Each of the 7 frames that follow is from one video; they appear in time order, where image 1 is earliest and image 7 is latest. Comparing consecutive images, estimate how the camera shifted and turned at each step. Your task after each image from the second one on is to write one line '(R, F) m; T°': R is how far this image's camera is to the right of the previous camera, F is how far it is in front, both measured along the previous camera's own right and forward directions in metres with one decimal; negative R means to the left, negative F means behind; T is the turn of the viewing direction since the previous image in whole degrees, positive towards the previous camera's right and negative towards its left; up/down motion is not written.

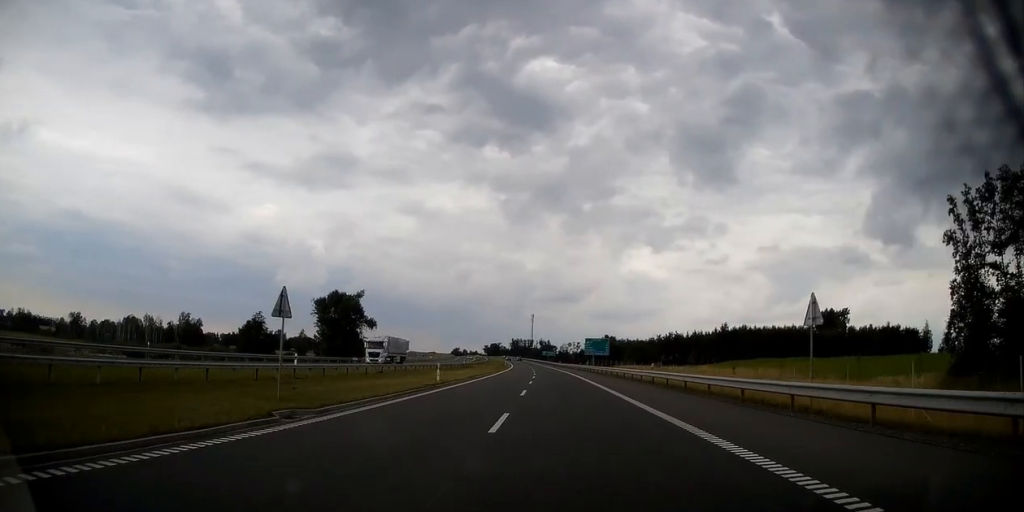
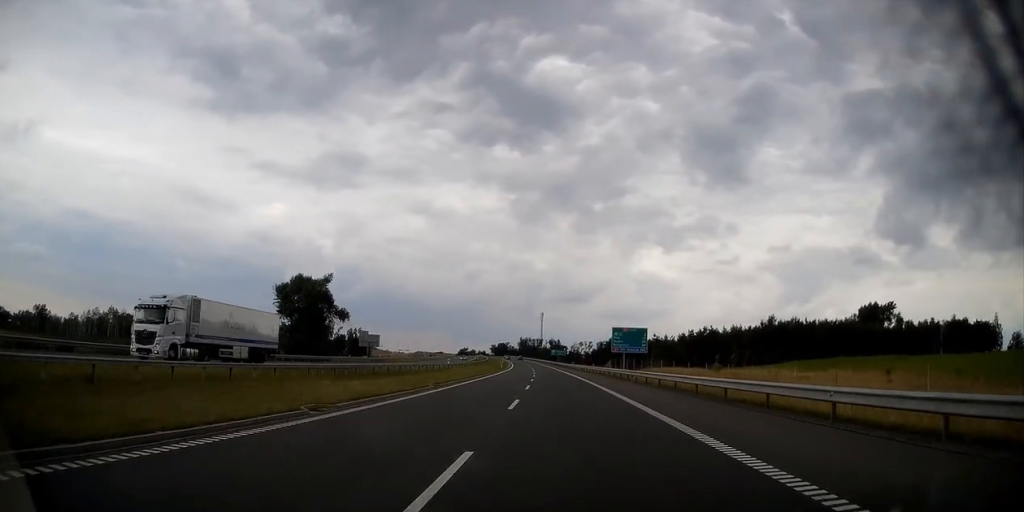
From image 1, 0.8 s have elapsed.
(-0.3, +29.3) m; -1°
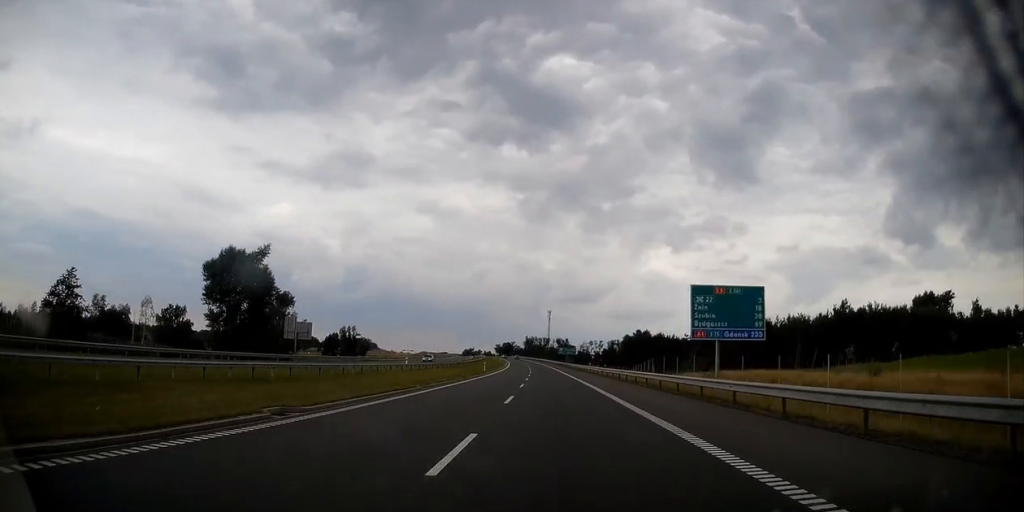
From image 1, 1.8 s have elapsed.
(-0.3, +33.8) m; -1°
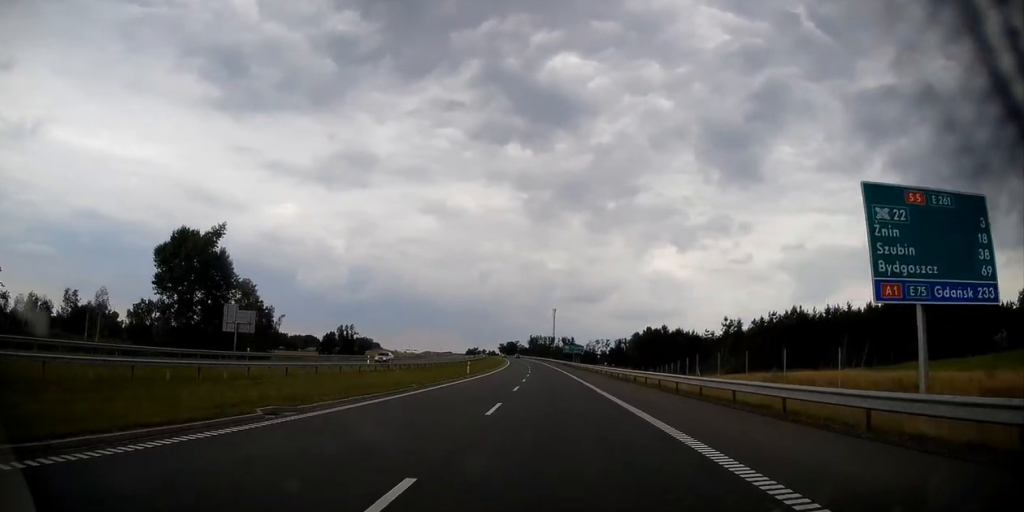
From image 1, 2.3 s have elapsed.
(0.0, +16.3) m; 0°
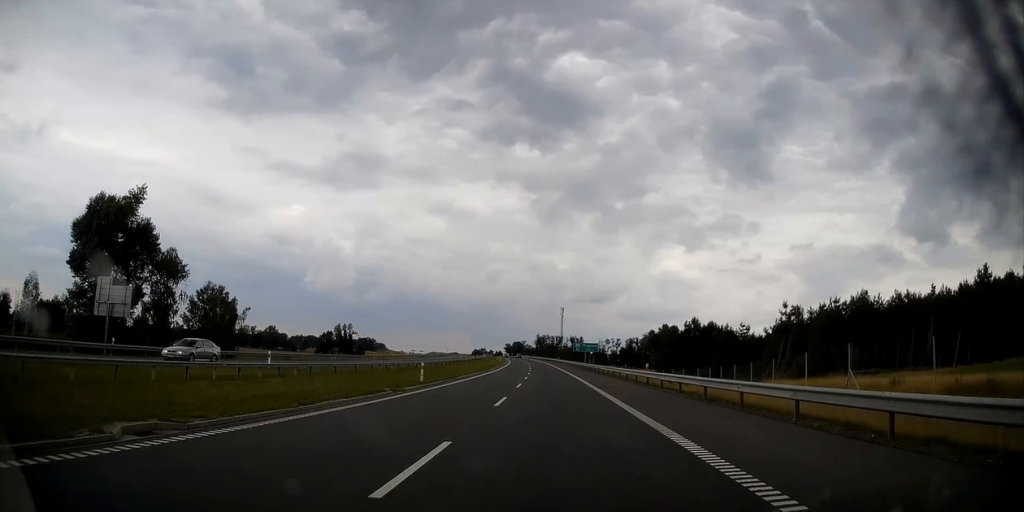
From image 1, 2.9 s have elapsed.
(-0.2, +20.9) m; -1°
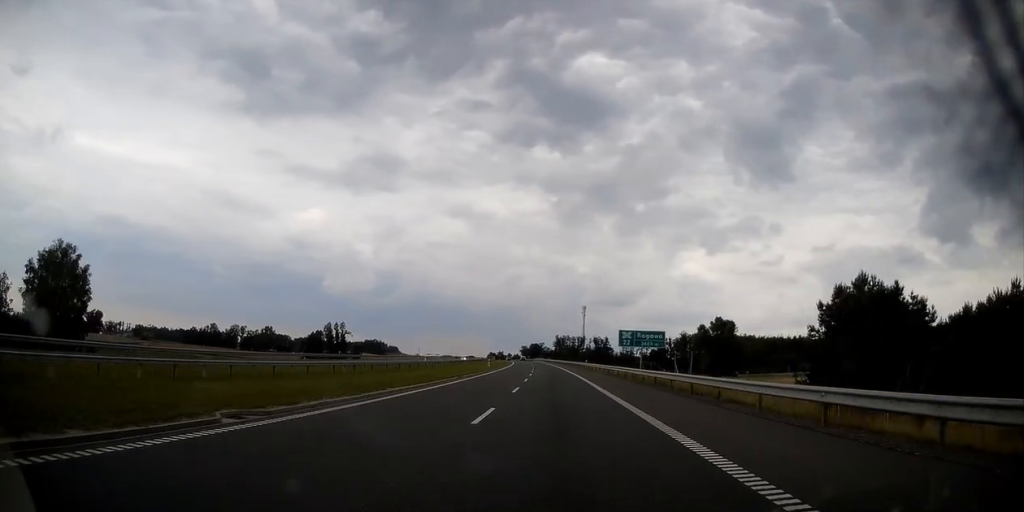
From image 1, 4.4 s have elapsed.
(-0.9, +53.3) m; -2°
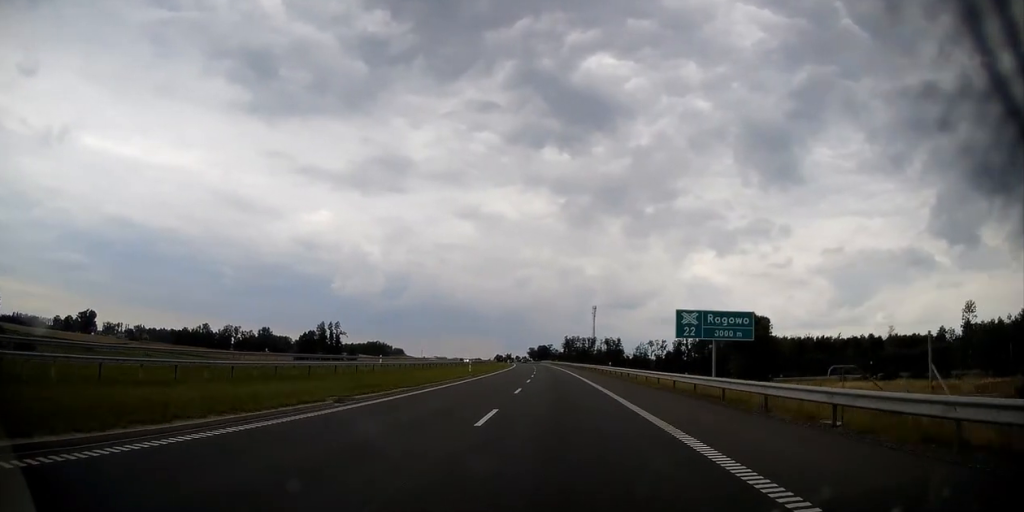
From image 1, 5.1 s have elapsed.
(-0.2, +24.3) m; -1°
